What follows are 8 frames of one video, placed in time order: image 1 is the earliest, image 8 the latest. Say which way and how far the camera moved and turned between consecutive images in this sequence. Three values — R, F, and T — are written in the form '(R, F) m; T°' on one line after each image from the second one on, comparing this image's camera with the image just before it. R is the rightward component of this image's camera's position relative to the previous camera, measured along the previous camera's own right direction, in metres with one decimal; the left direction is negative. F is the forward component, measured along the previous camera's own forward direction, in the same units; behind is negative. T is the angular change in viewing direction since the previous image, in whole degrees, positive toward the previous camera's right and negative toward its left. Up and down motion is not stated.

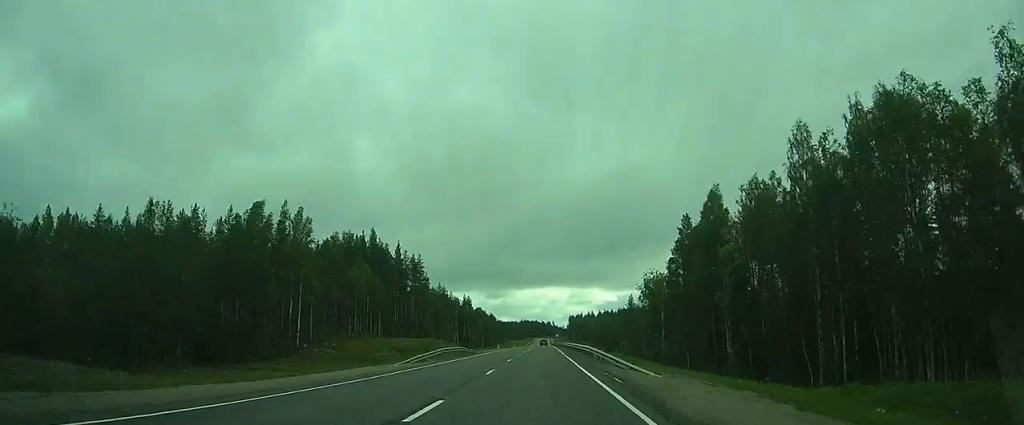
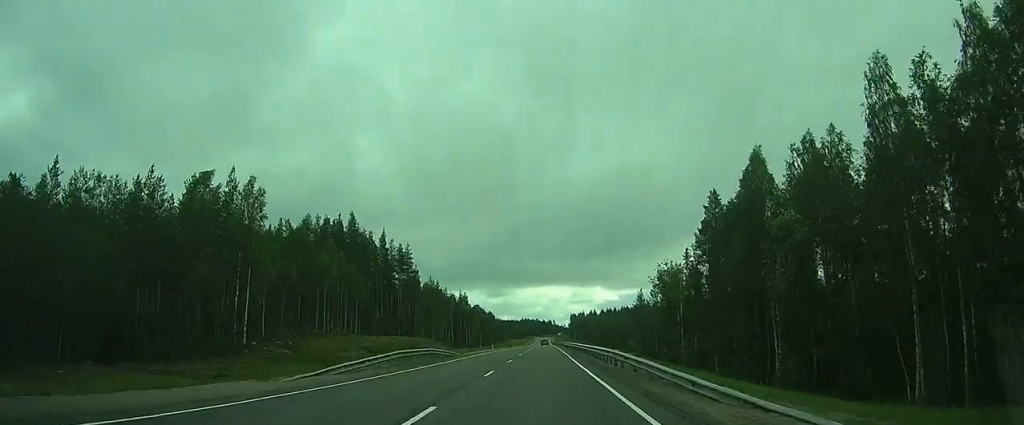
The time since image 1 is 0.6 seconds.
(0.0, +12.0) m; 0°
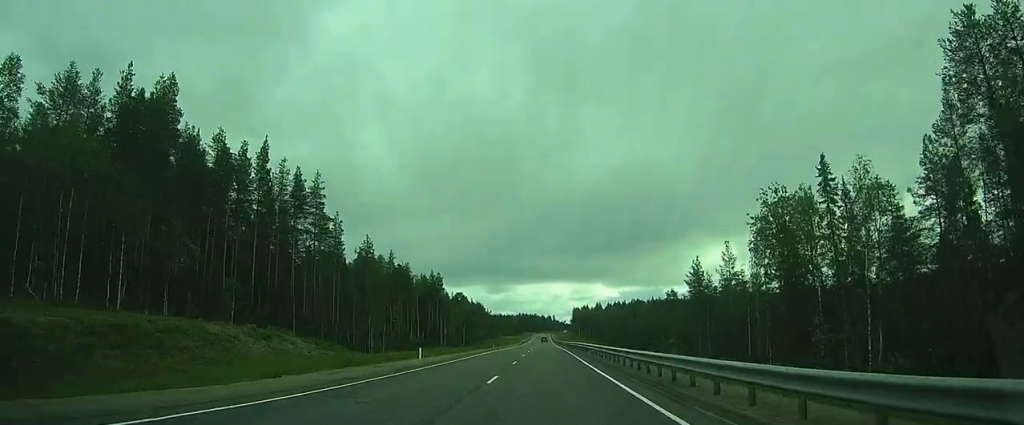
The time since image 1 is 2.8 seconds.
(-0.4, +57.6) m; 0°
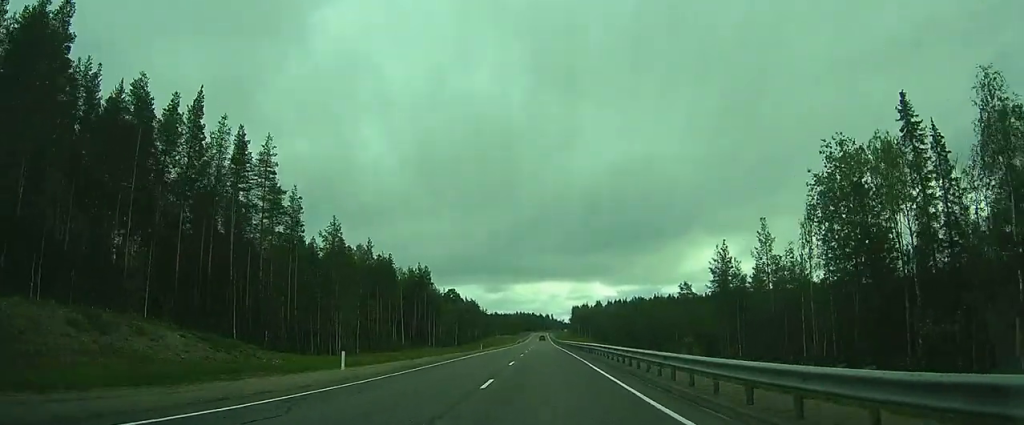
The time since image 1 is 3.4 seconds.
(0.0, +16.2) m; 0°
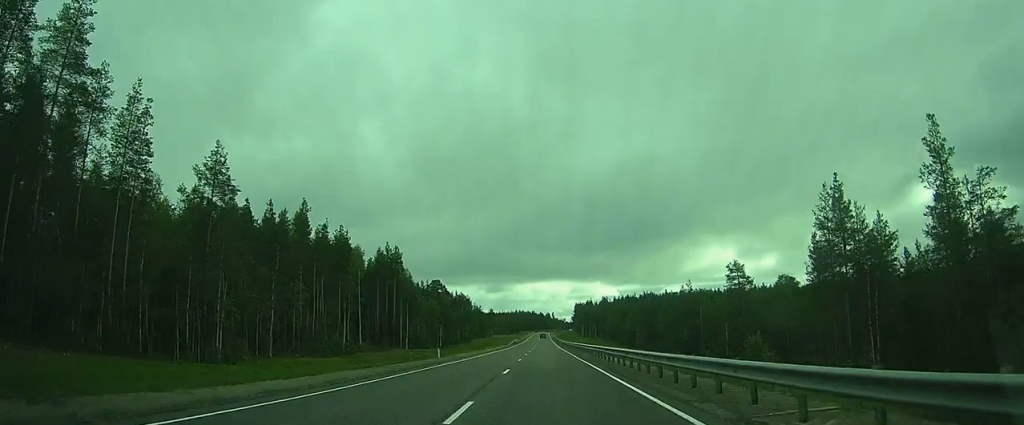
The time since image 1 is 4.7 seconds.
(+0.2, +33.0) m; 0°
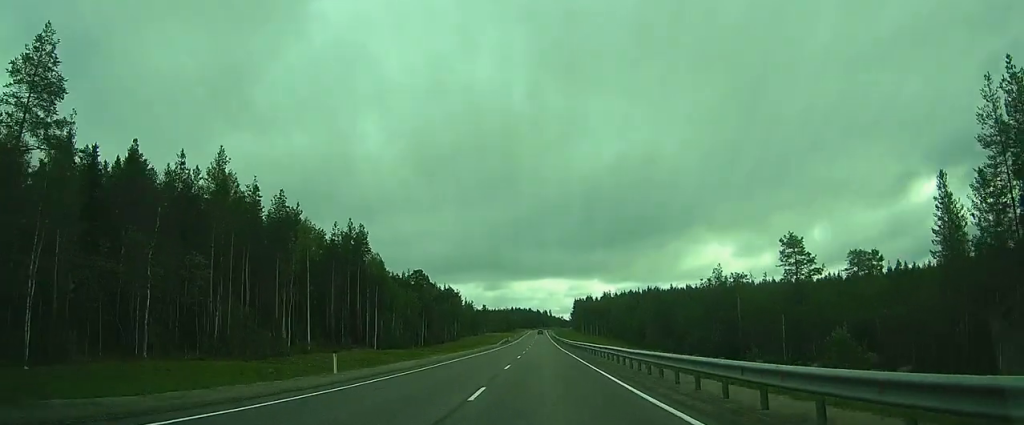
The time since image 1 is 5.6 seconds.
(-0.1, +21.4) m; 0°
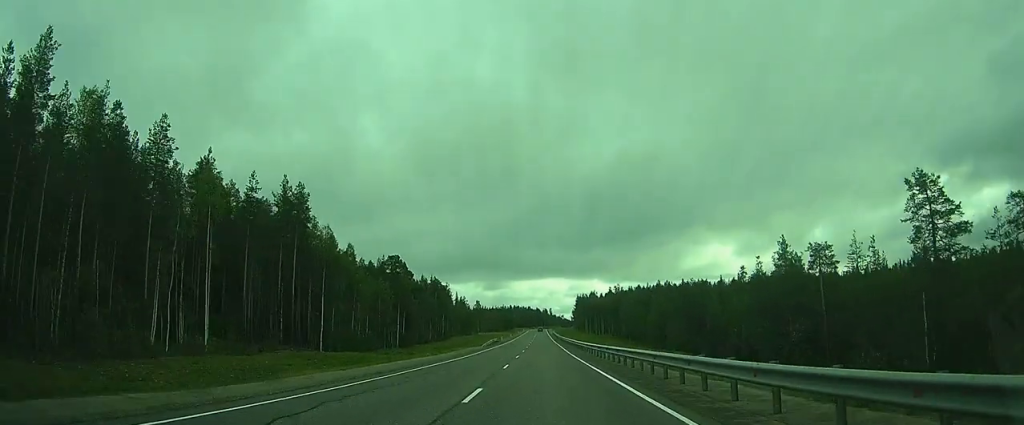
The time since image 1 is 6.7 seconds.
(-0.1, +24.1) m; 0°
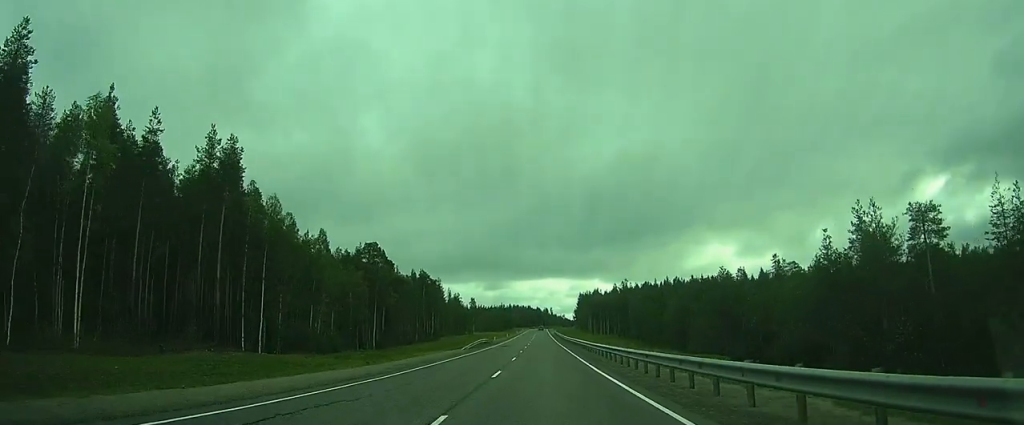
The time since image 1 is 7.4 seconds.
(0.0, +15.7) m; 0°
